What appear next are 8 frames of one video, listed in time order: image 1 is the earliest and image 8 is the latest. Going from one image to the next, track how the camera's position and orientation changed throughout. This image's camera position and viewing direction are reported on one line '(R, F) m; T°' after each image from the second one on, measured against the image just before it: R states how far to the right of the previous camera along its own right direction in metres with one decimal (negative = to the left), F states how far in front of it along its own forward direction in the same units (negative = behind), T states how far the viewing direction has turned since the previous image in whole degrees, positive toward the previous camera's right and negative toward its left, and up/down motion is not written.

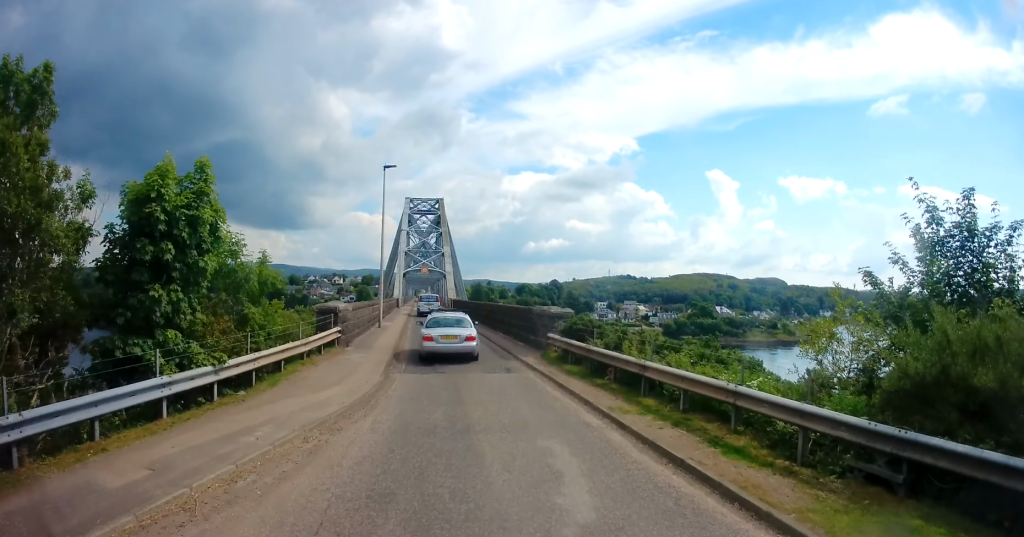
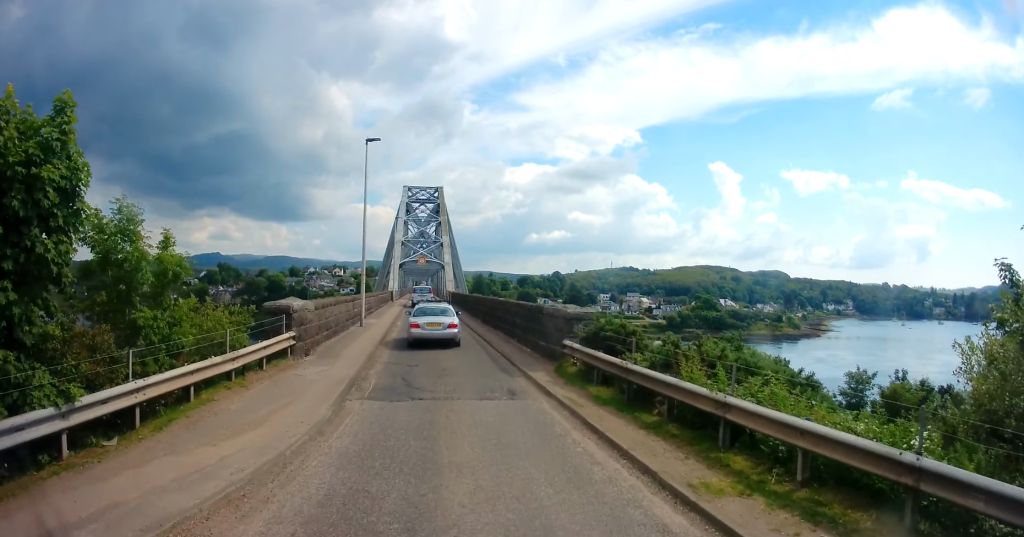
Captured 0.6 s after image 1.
(0.0, +4.3) m; -2°
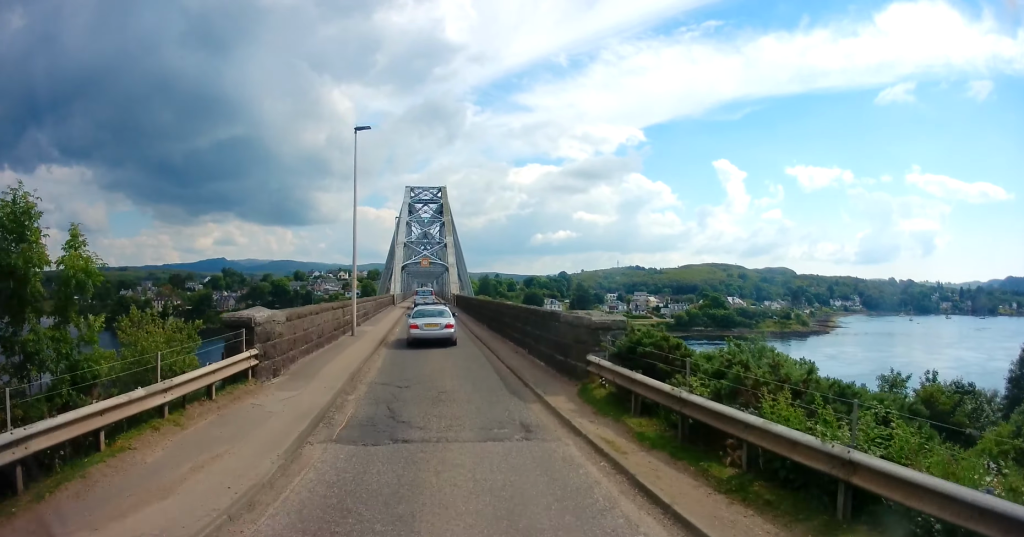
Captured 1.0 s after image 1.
(+0.1, +2.7) m; -1°
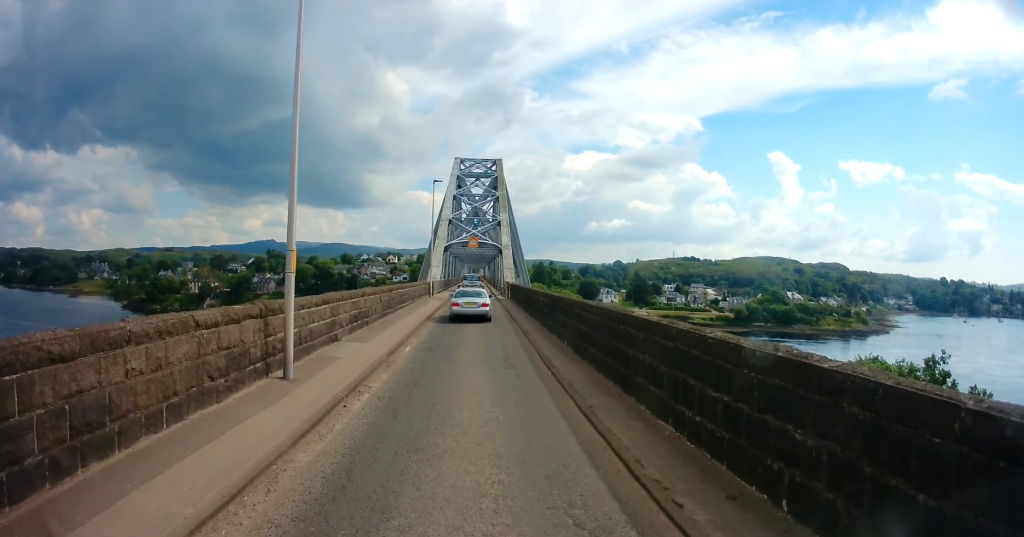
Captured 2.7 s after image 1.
(-0.8, +12.2) m; -4°
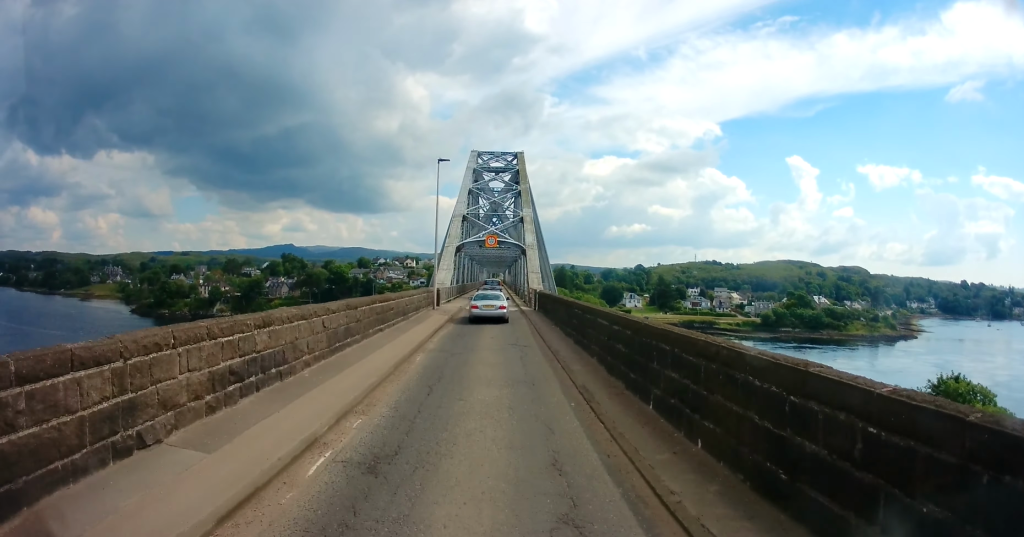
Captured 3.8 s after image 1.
(0.0, +9.3) m; 0°
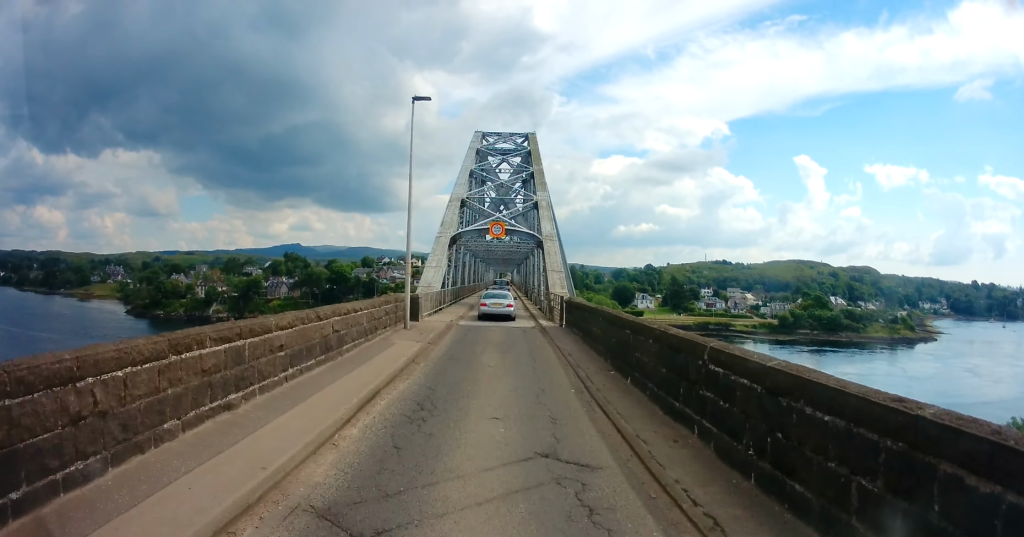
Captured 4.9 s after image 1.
(-0.1, +11.2) m; 0°
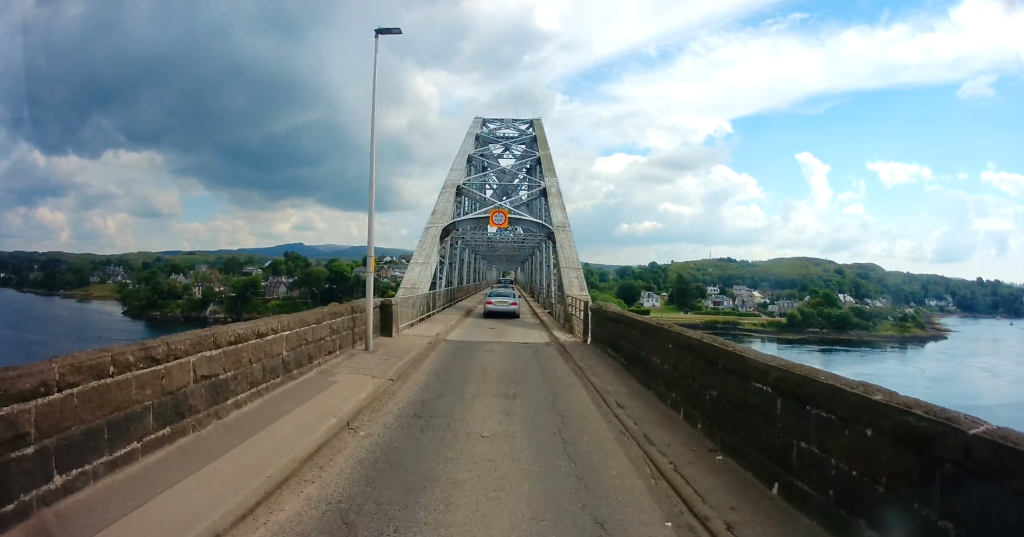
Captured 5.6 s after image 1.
(+0.1, +6.2) m; -1°
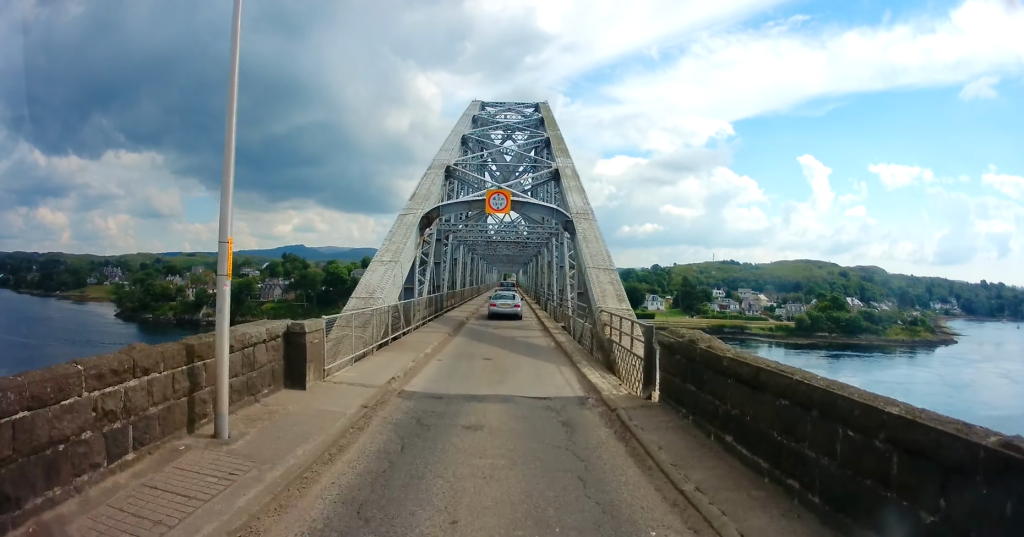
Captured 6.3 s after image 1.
(0.0, +7.7) m; -1°
